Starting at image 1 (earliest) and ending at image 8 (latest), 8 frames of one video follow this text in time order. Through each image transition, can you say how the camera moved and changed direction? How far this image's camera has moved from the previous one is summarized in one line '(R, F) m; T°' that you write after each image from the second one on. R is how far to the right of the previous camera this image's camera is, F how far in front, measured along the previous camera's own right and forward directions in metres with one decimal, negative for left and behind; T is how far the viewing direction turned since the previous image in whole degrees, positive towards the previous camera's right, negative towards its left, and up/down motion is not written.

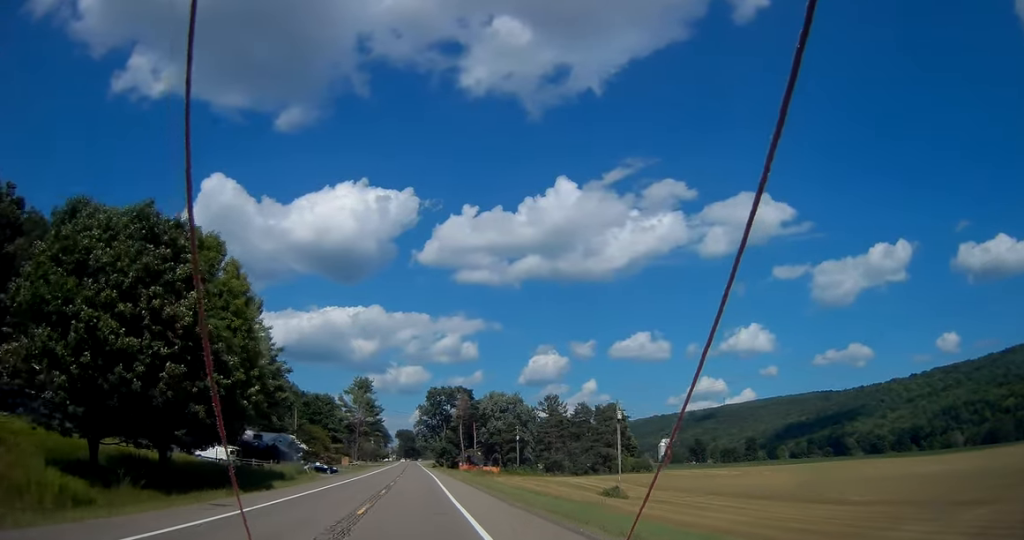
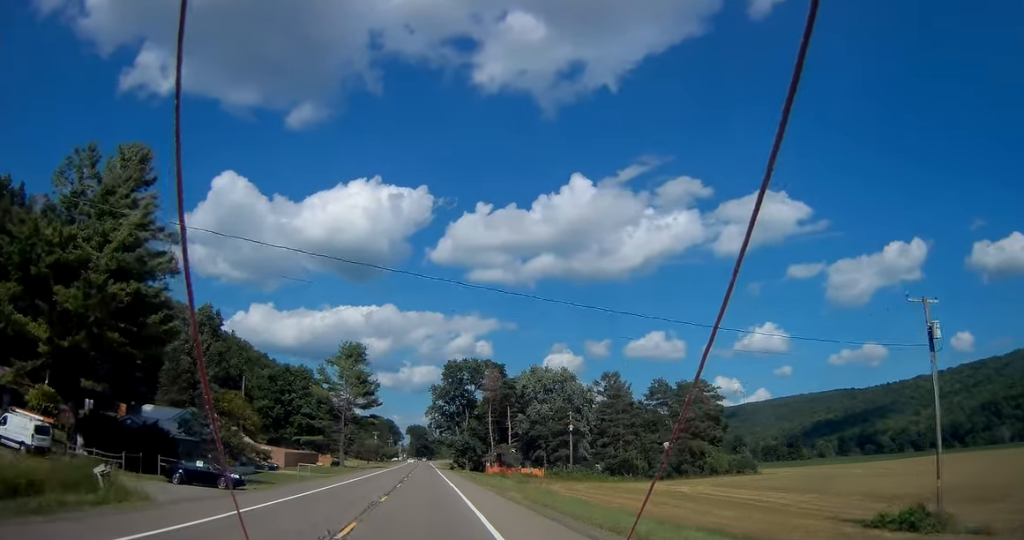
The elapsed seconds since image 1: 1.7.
(-0.3, +43.6) m; -1°
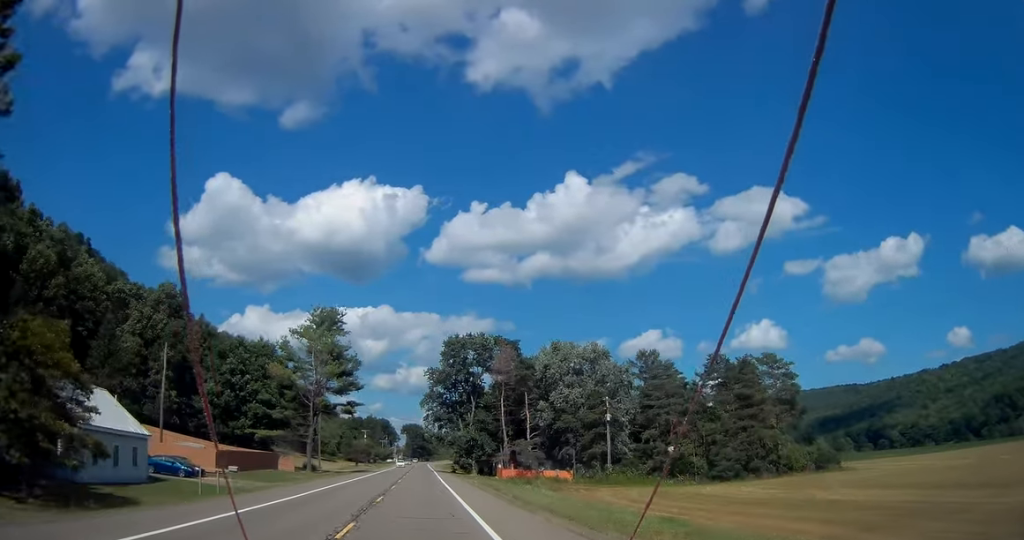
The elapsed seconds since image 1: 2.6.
(+0.1, +24.4) m; 0°
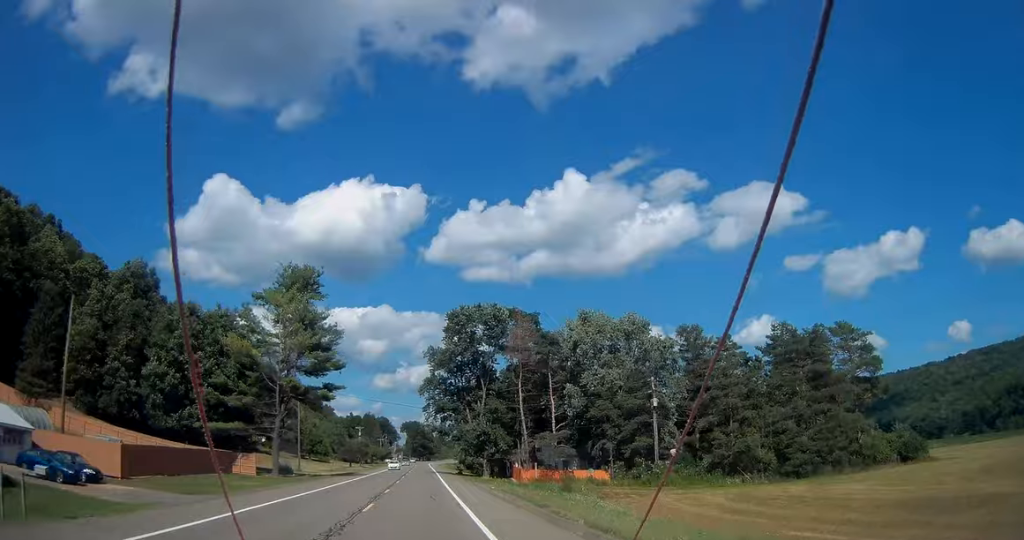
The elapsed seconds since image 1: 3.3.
(-0.1, +17.5) m; 0°
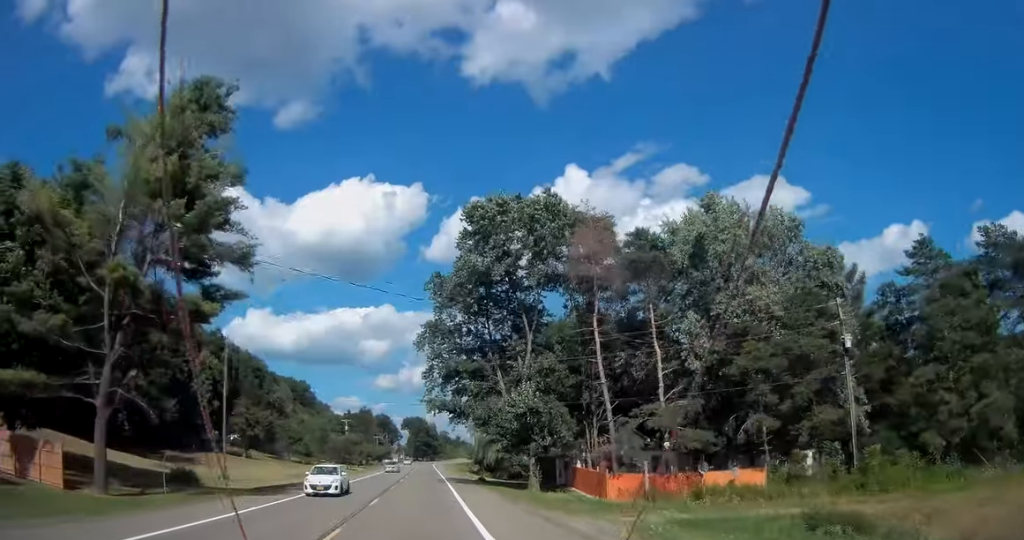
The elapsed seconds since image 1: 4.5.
(+0.1, +33.2) m; 0°
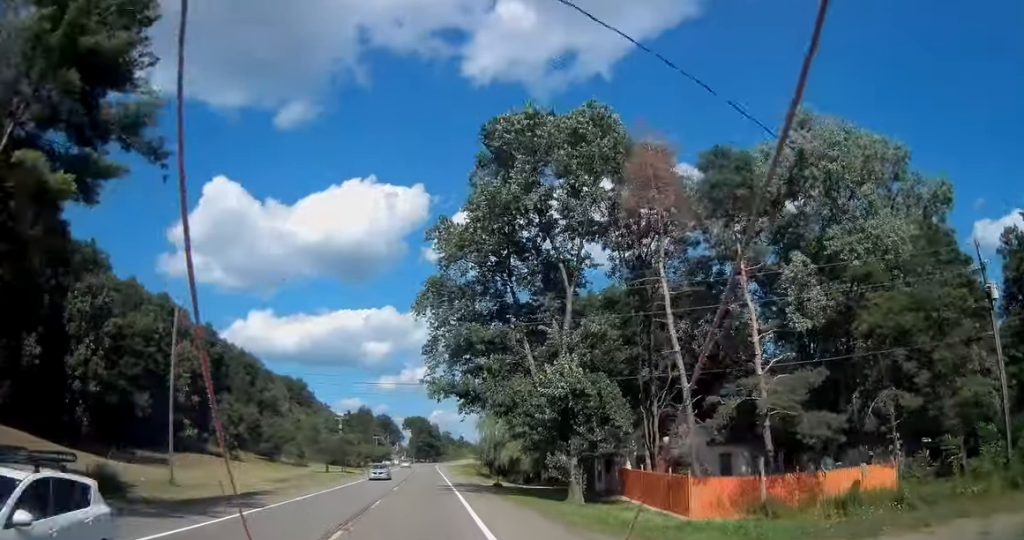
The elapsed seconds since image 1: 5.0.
(-0.1, +12.3) m; 0°
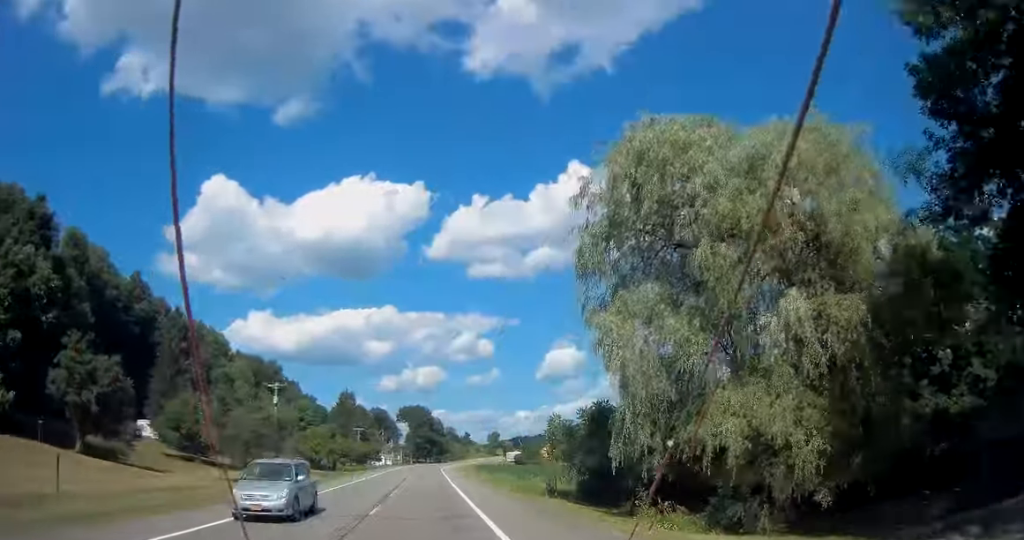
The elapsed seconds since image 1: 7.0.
(-0.5, +53.4) m; 0°
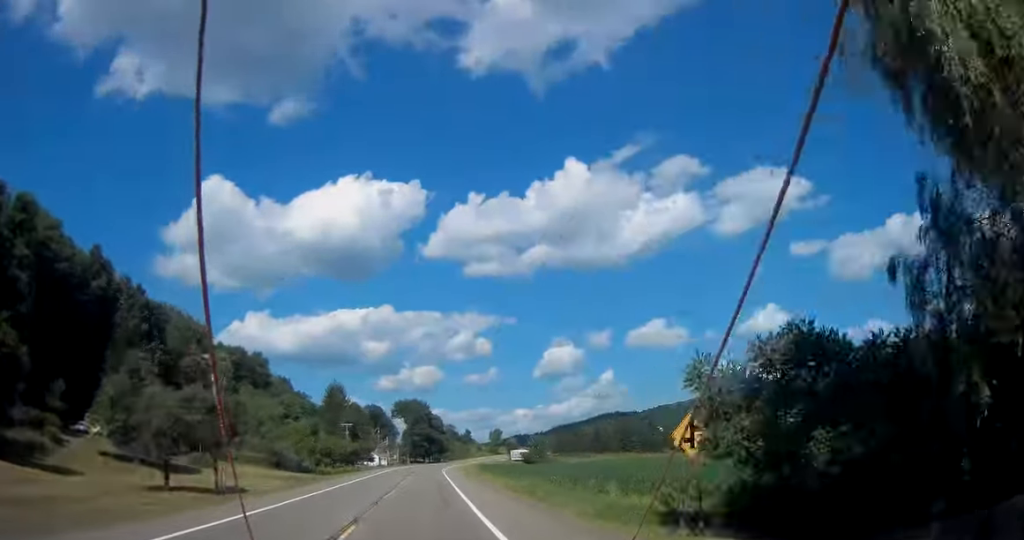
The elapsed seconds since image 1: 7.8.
(0.0, +20.1) m; 0°
